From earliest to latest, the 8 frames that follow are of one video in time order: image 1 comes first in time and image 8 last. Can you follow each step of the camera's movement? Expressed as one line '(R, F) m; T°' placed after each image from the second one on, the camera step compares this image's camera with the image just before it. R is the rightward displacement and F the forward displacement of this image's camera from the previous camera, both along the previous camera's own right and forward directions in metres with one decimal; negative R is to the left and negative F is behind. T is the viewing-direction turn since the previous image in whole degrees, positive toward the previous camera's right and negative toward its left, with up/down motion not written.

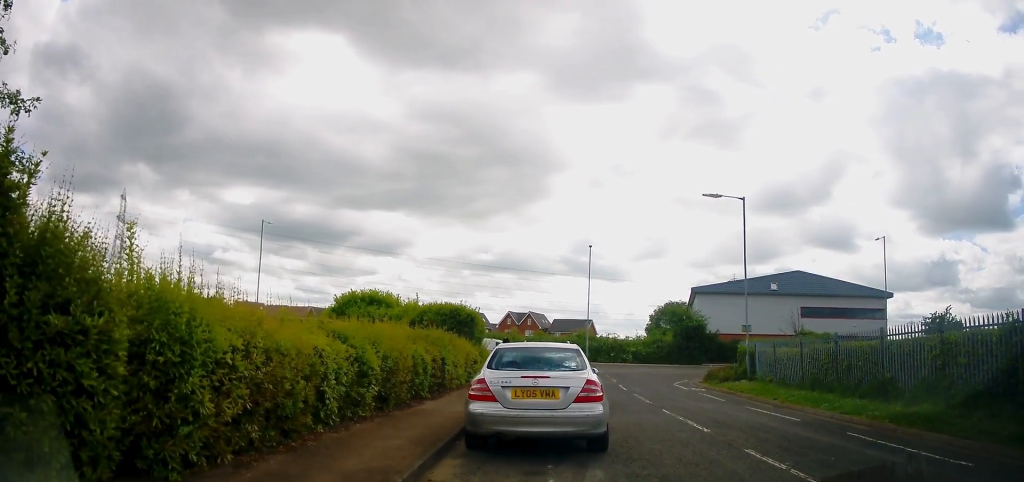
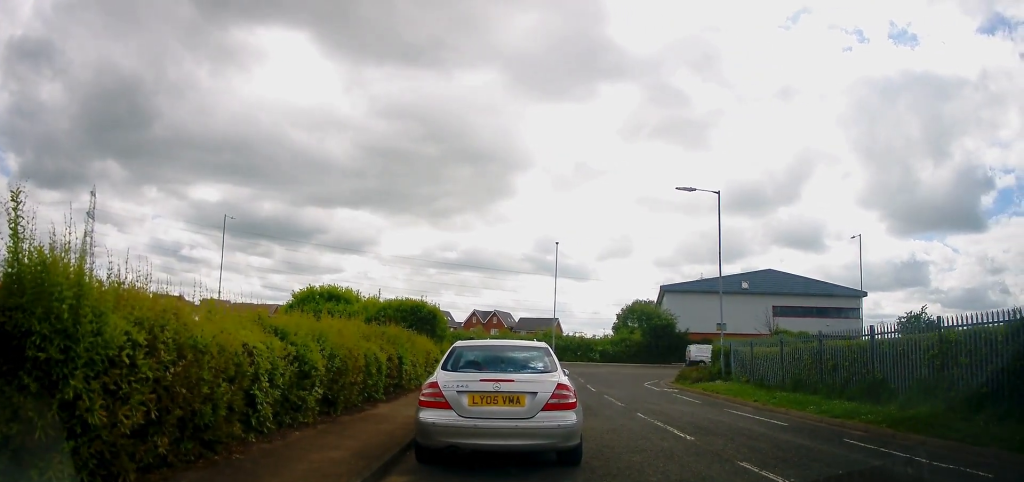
(+0.3, +1.0) m; 0°
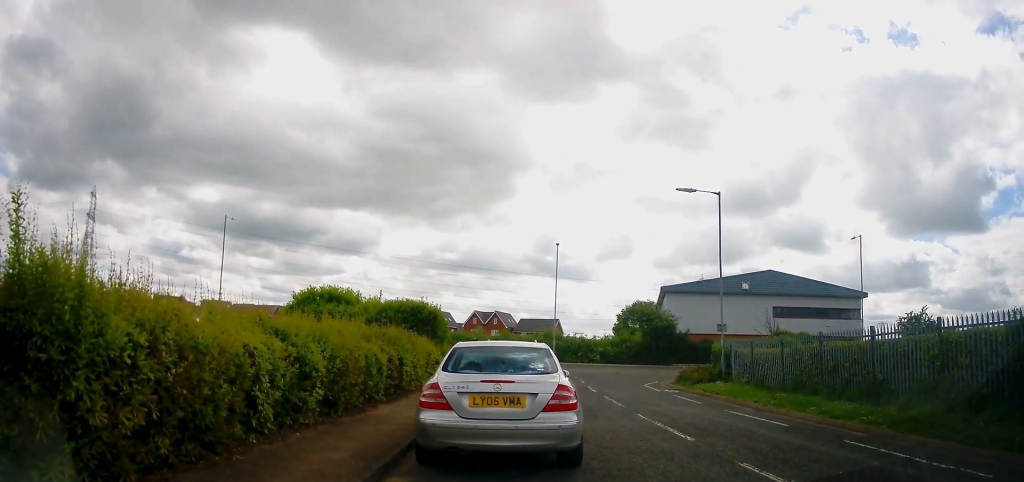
(+0.1, +0.1) m; 0°
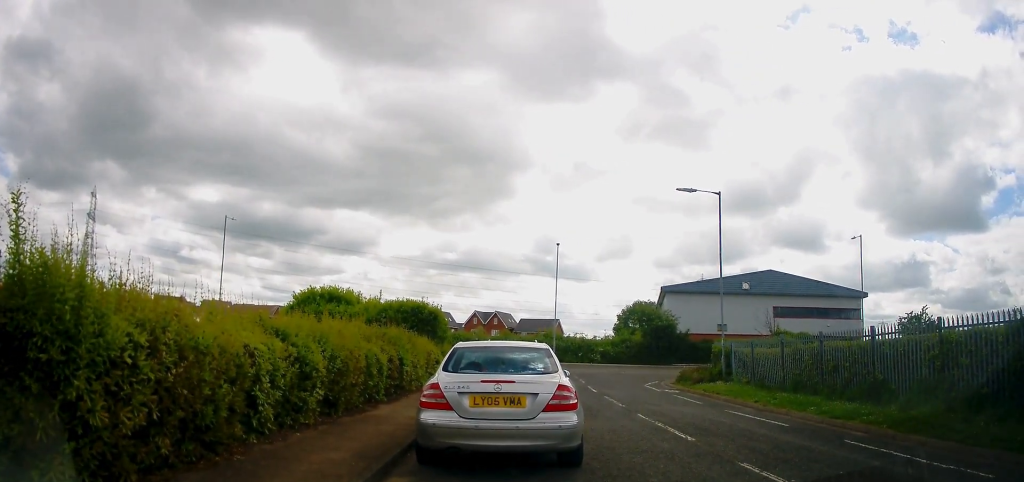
(0.0, 0.0) m; 0°
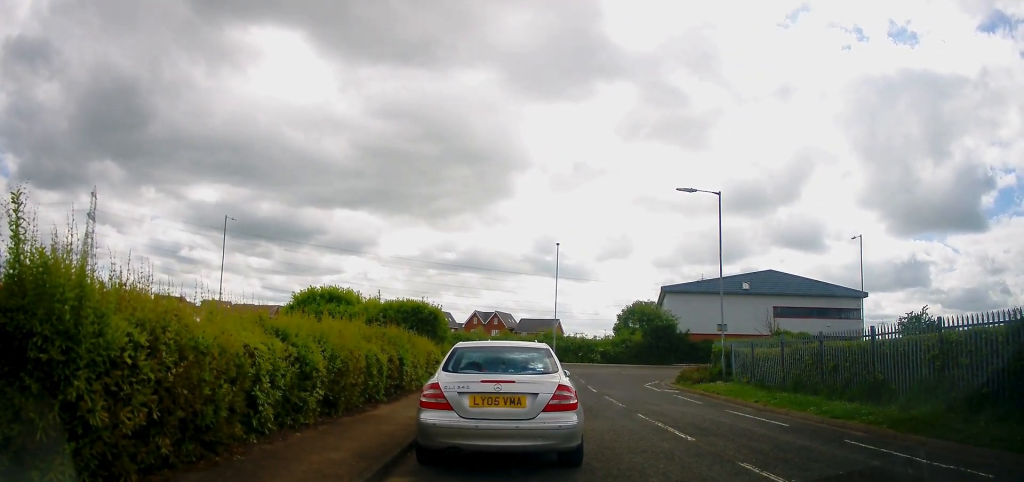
(0.0, 0.0) m; 0°
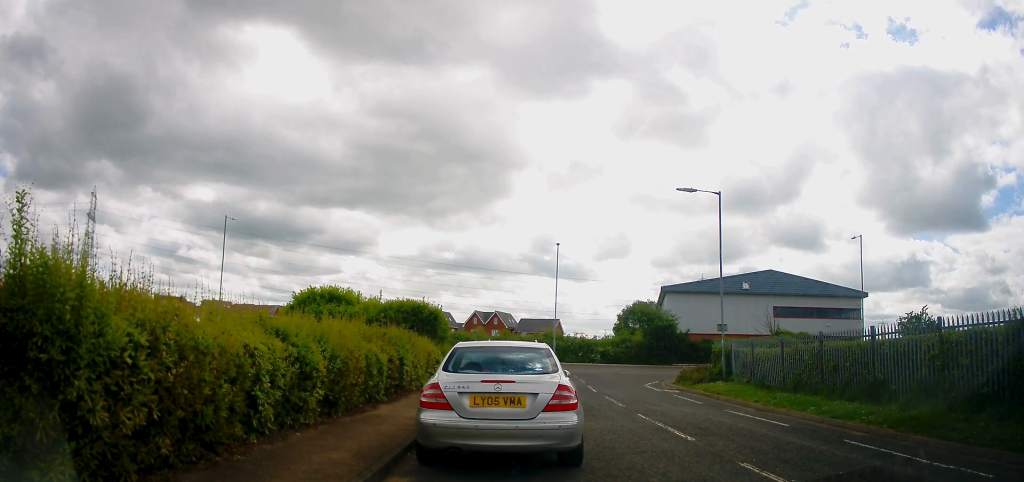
(0.0, 0.0) m; 0°
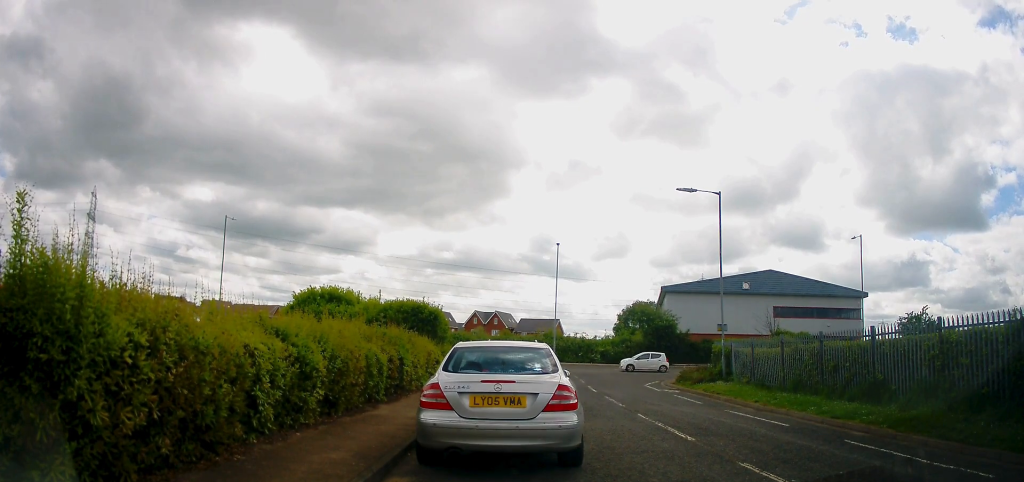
(0.0, 0.0) m; 0°
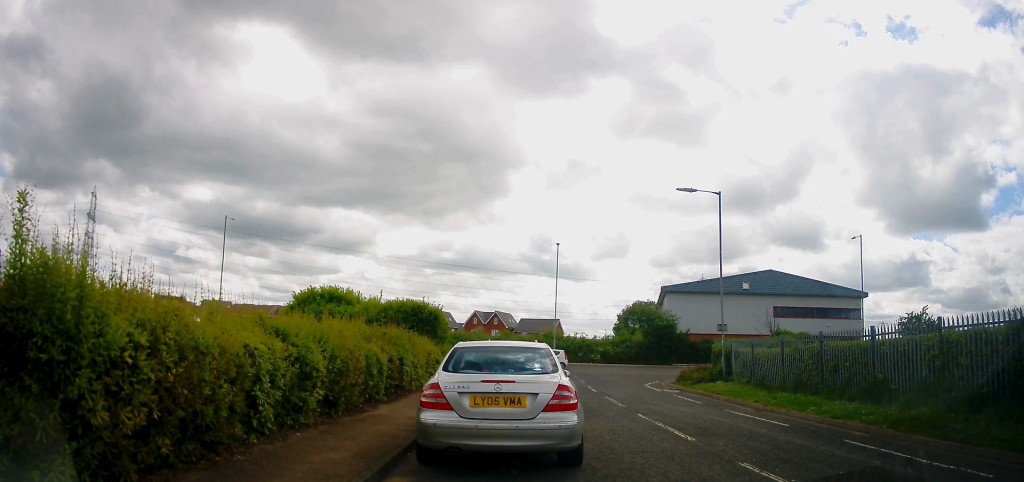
(0.0, 0.0) m; 0°
